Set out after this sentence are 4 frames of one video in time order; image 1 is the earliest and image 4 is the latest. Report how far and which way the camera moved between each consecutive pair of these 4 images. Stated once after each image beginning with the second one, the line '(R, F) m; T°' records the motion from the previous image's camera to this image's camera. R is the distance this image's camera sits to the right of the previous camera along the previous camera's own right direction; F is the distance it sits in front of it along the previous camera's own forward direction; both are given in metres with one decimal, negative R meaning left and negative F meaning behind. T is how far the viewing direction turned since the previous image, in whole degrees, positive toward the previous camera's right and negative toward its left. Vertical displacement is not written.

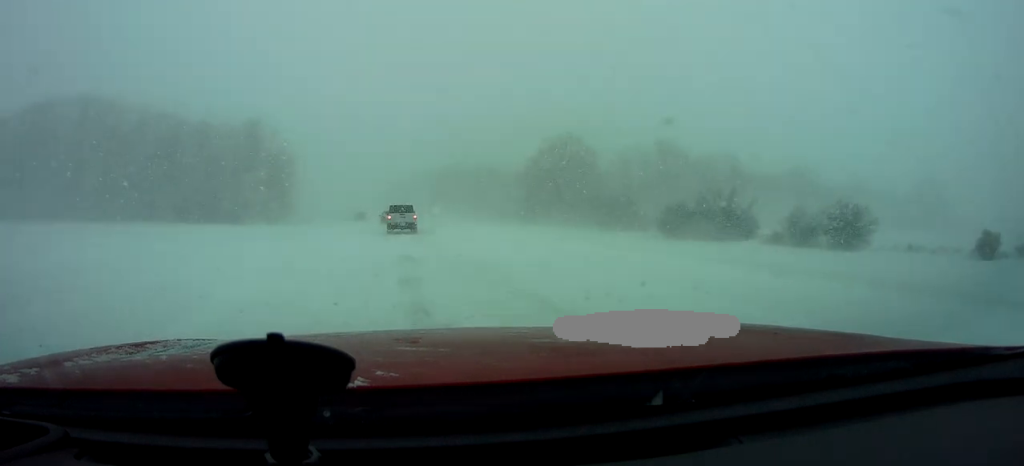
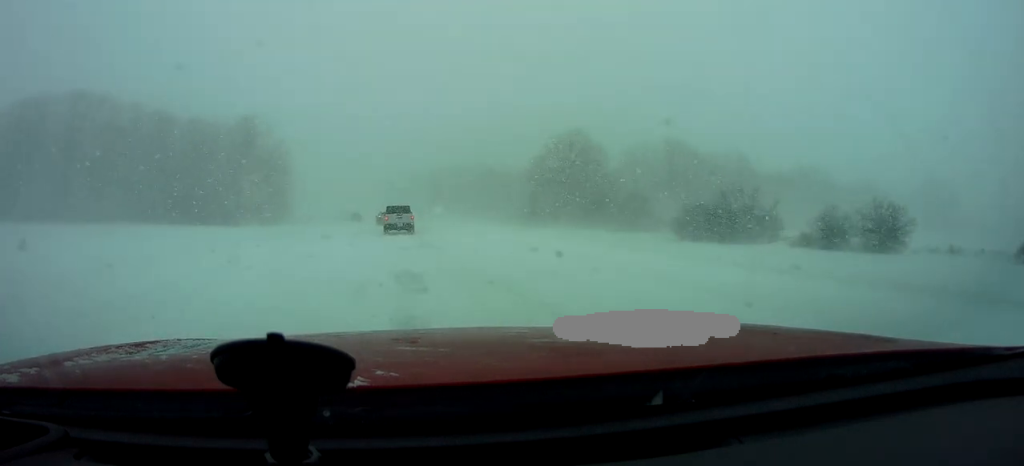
(+0.1, +4.4) m; -2°
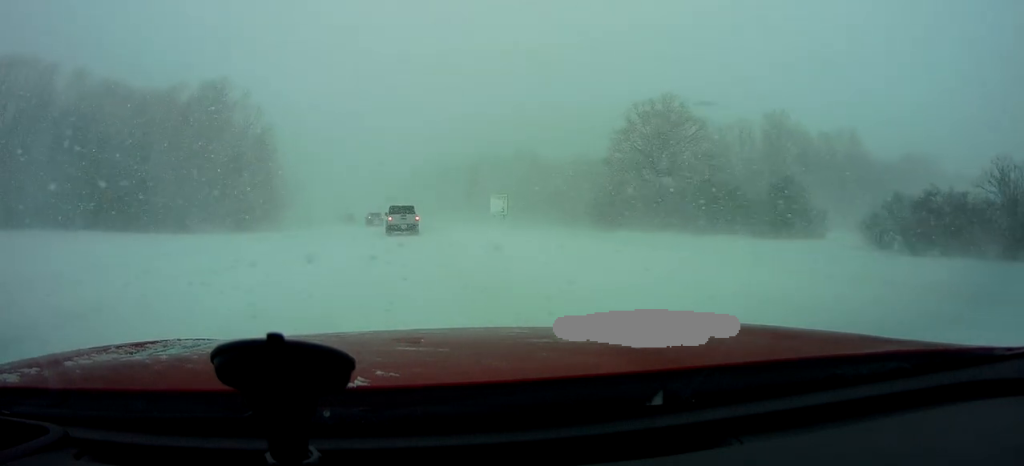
(-0.5, +30.5) m; -3°
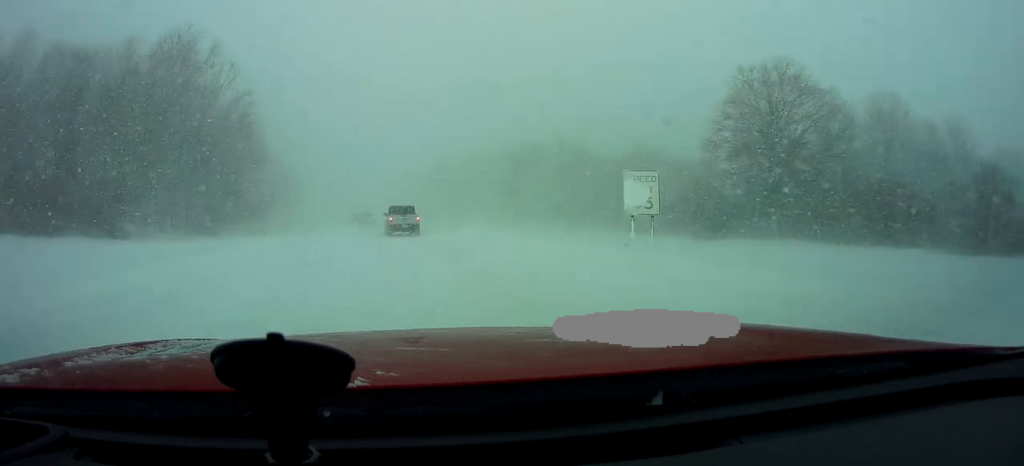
(-0.5, +21.5) m; -4°
